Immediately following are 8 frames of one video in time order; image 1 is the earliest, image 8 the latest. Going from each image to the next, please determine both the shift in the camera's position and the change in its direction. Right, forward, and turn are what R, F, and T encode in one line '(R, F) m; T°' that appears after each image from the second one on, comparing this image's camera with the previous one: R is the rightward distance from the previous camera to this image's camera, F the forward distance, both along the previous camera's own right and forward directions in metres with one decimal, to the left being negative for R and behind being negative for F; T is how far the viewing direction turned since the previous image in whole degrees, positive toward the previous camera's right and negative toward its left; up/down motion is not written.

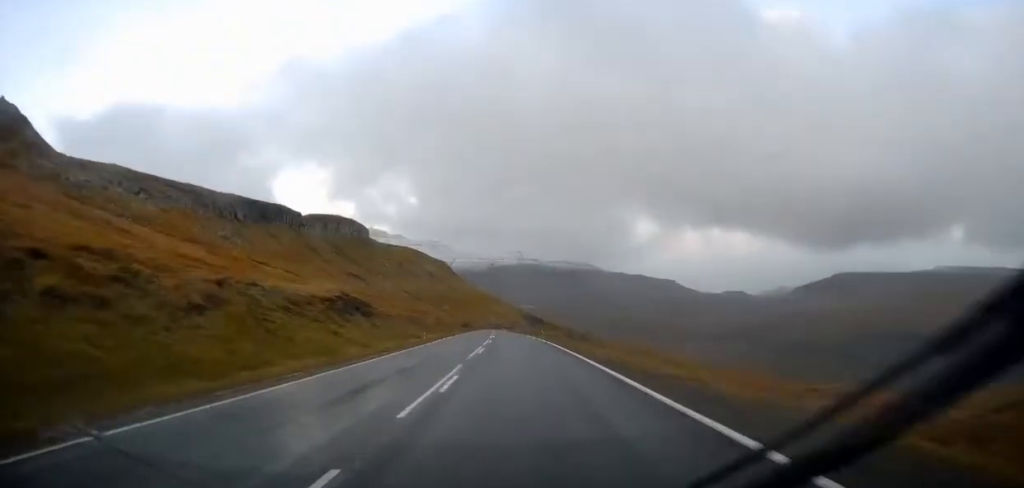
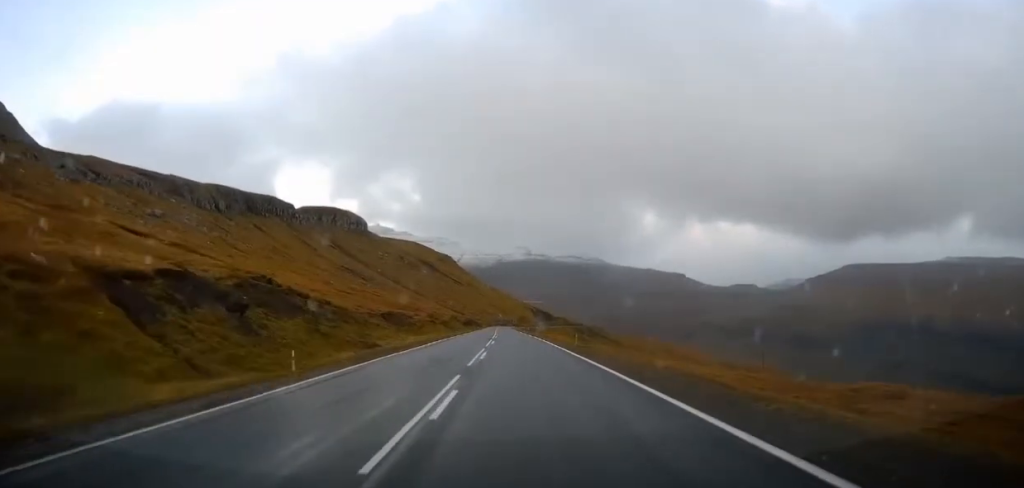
(-0.1, +28.0) m; +1°
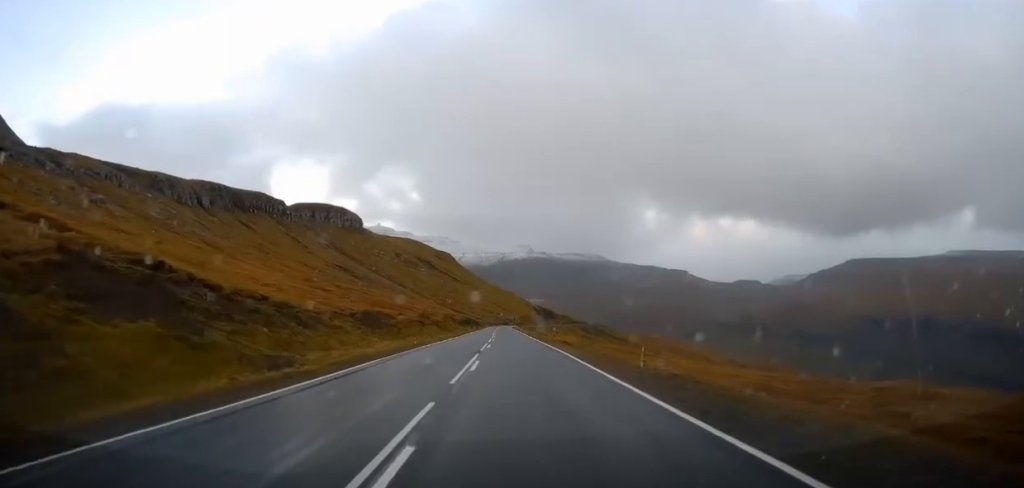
(-0.2, +17.3) m; -1°
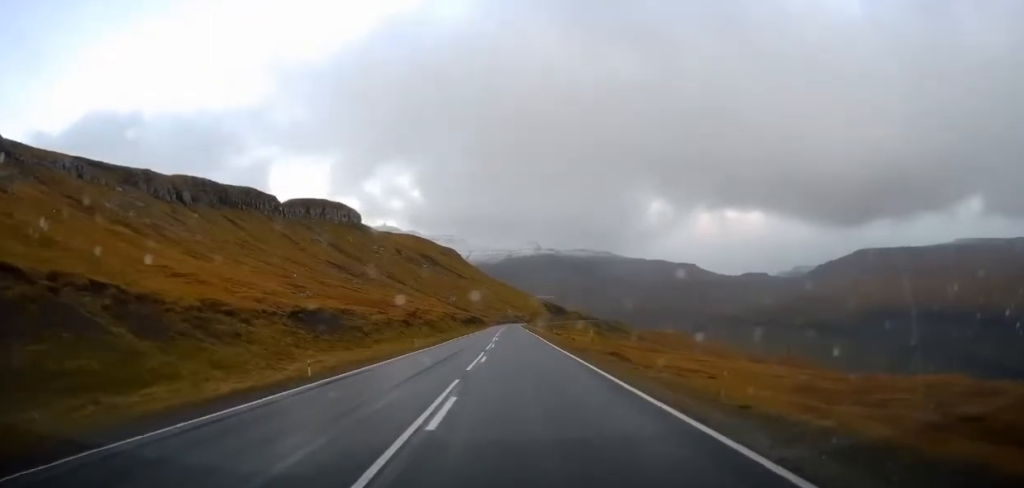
(+0.1, +21.7) m; 0°
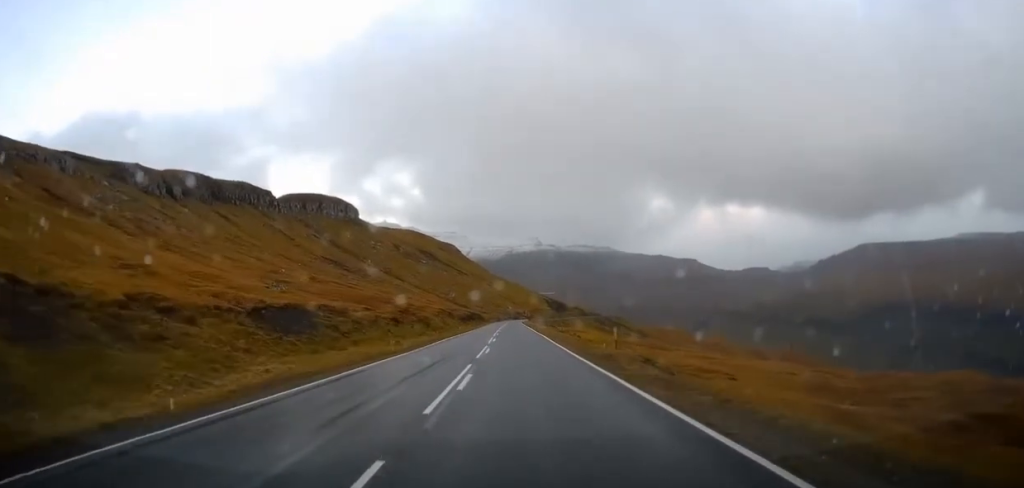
(+0.2, +7.9) m; -1°
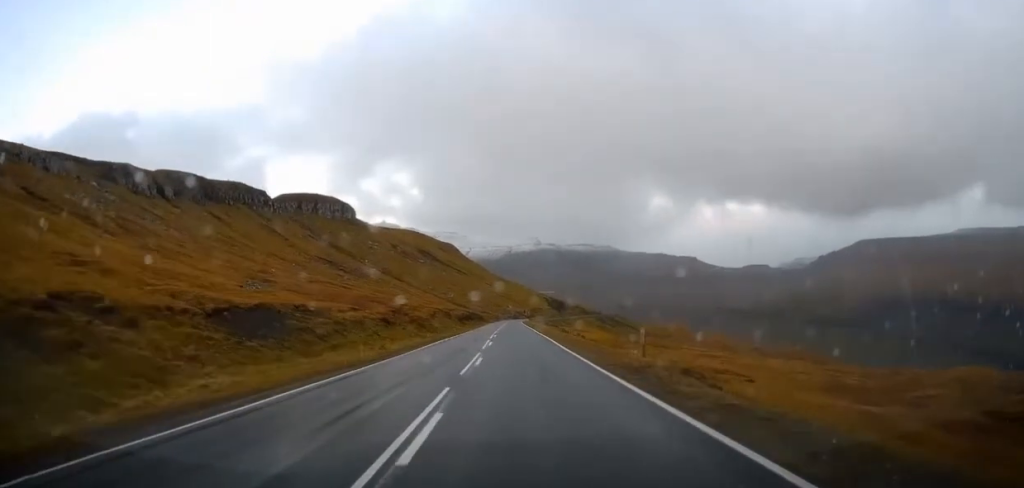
(-0.2, +5.8) m; -1°
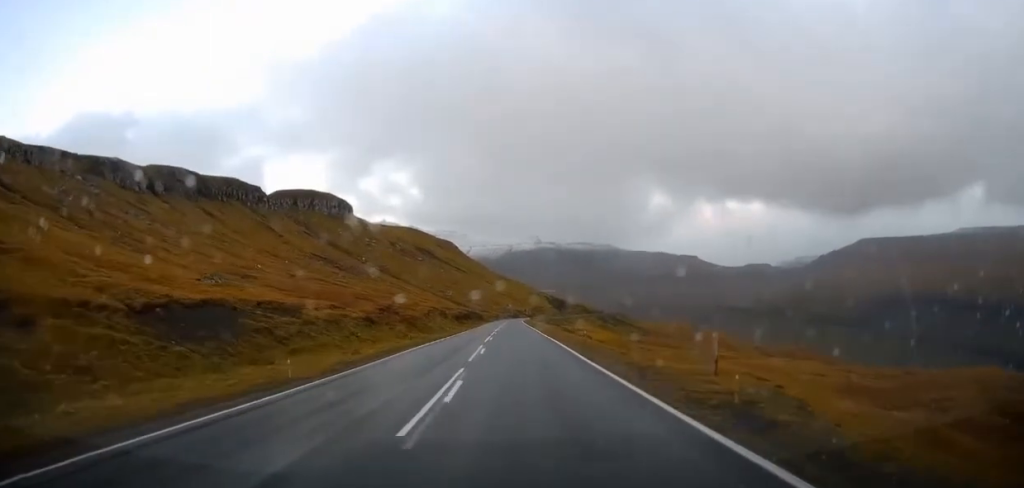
(-0.3, +7.8) m; -1°
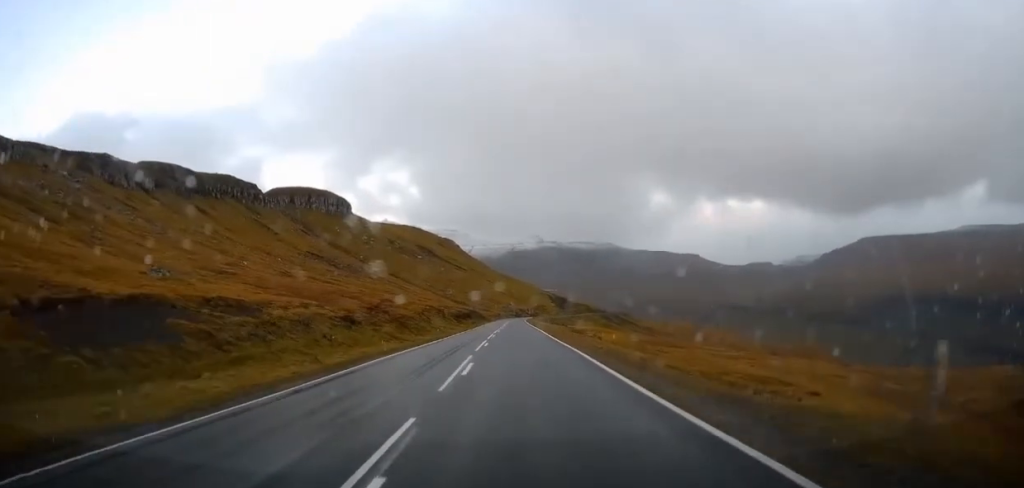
(0.0, +7.8) m; 0°
